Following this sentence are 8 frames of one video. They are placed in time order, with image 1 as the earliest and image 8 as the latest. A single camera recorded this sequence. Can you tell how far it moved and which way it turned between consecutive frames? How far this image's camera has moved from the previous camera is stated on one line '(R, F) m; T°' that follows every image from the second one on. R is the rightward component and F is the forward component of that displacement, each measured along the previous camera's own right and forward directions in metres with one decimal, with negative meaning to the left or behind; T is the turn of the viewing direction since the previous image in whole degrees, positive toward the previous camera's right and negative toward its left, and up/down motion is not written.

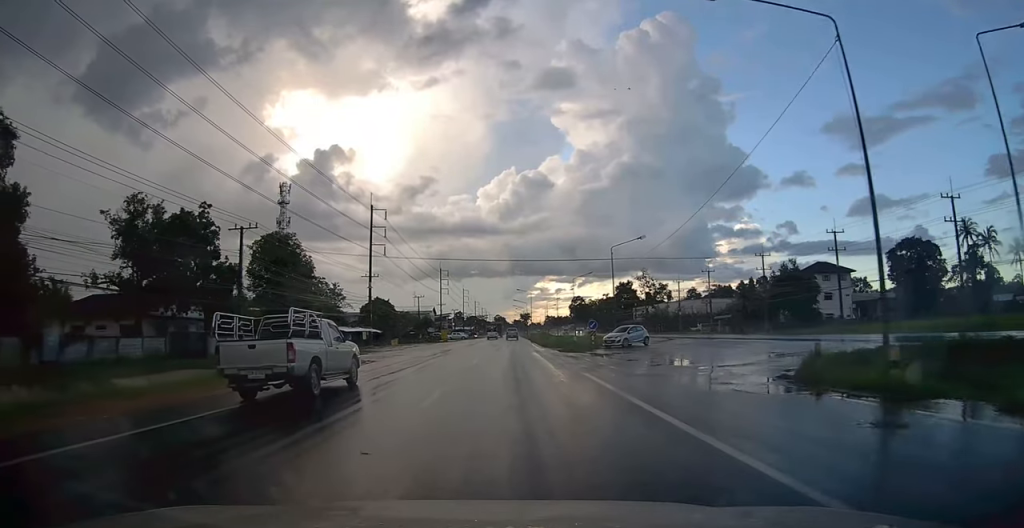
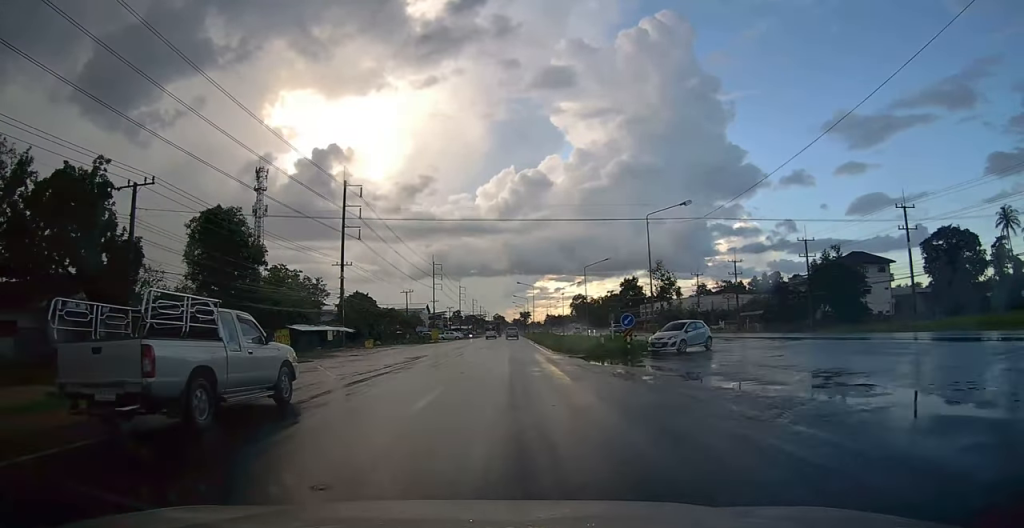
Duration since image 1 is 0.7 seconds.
(-0.1, +13.4) m; 0°
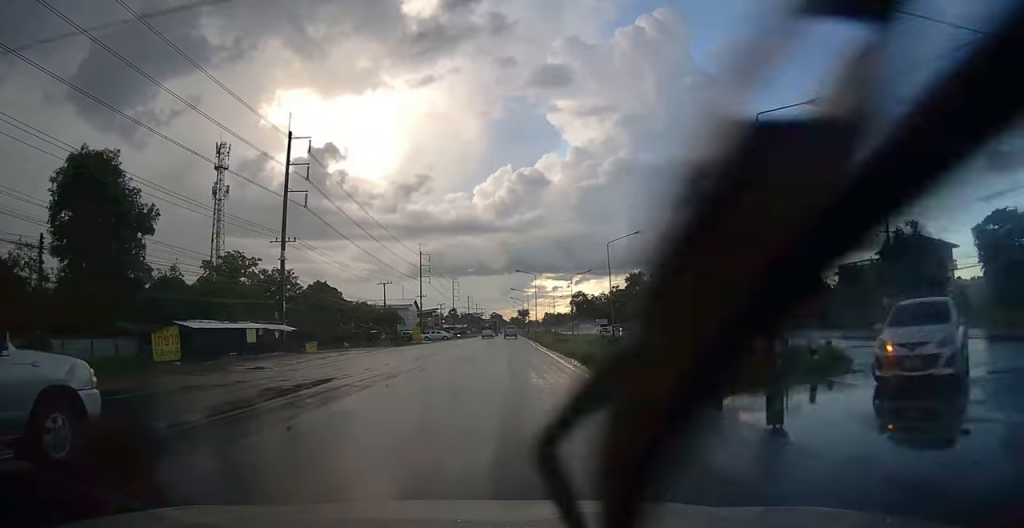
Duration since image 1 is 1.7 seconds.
(+0.1, +17.4) m; 0°
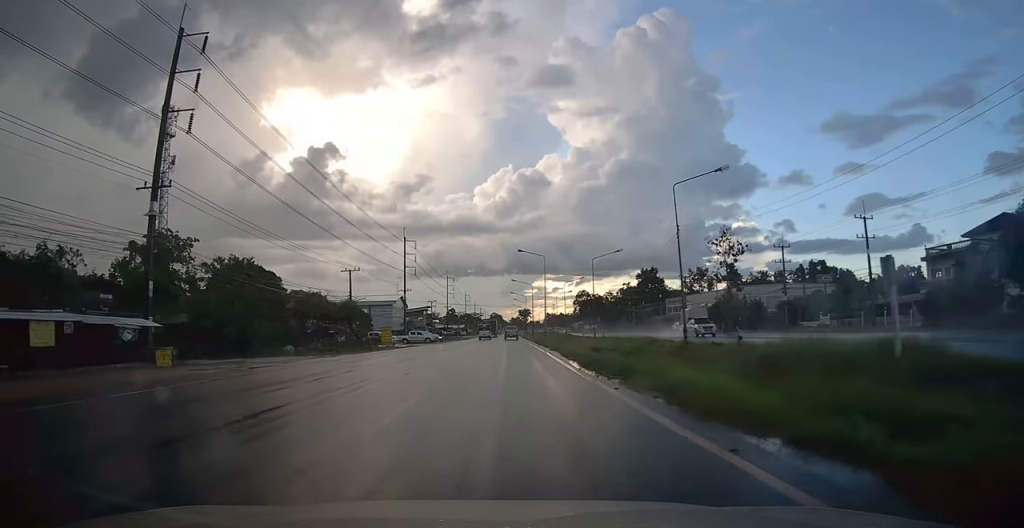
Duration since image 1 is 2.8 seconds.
(0.0, +20.1) m; 0°
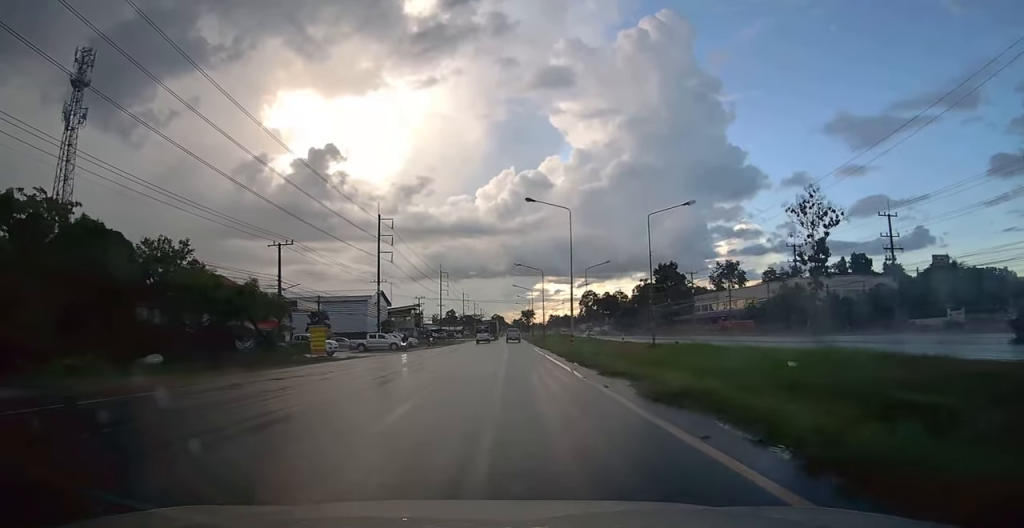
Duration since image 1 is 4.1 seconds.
(+0.1, +23.4) m; 0°
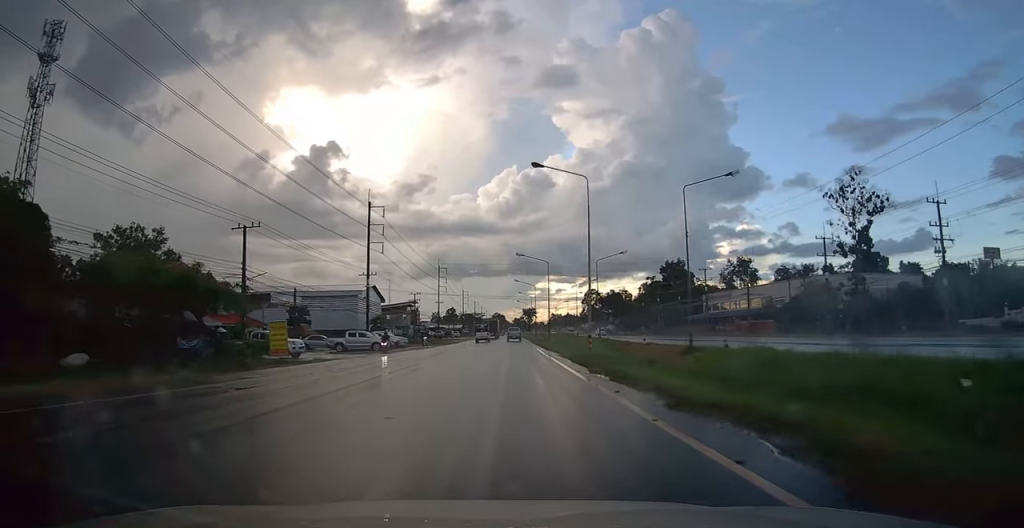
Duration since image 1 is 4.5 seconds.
(-0.1, +7.2) m; 0°
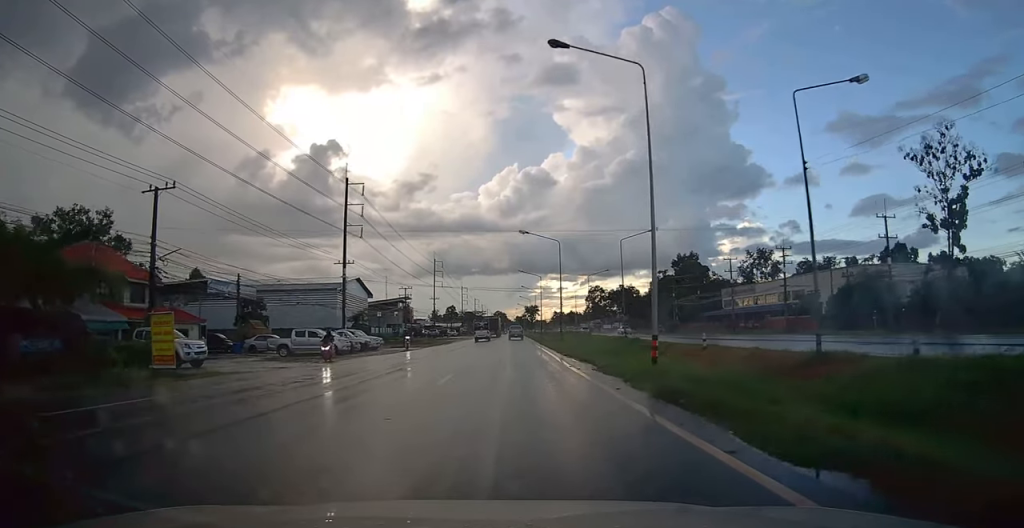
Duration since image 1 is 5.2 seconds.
(0.0, +12.0) m; 0°
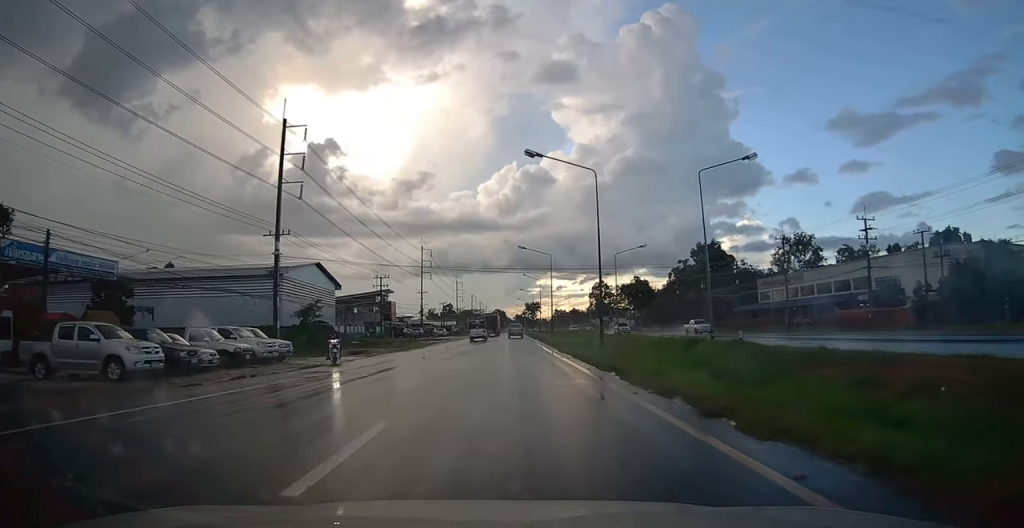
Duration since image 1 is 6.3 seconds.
(0.0, +19.8) m; 0°
